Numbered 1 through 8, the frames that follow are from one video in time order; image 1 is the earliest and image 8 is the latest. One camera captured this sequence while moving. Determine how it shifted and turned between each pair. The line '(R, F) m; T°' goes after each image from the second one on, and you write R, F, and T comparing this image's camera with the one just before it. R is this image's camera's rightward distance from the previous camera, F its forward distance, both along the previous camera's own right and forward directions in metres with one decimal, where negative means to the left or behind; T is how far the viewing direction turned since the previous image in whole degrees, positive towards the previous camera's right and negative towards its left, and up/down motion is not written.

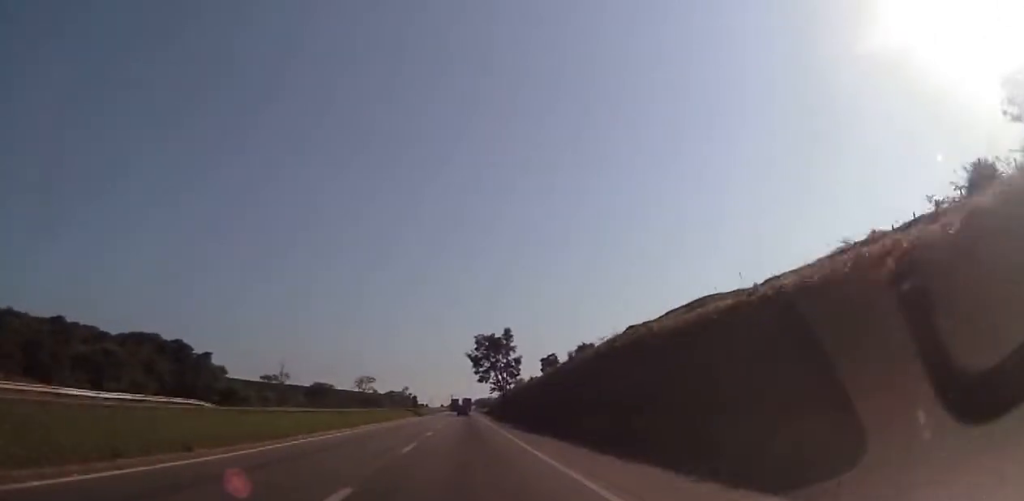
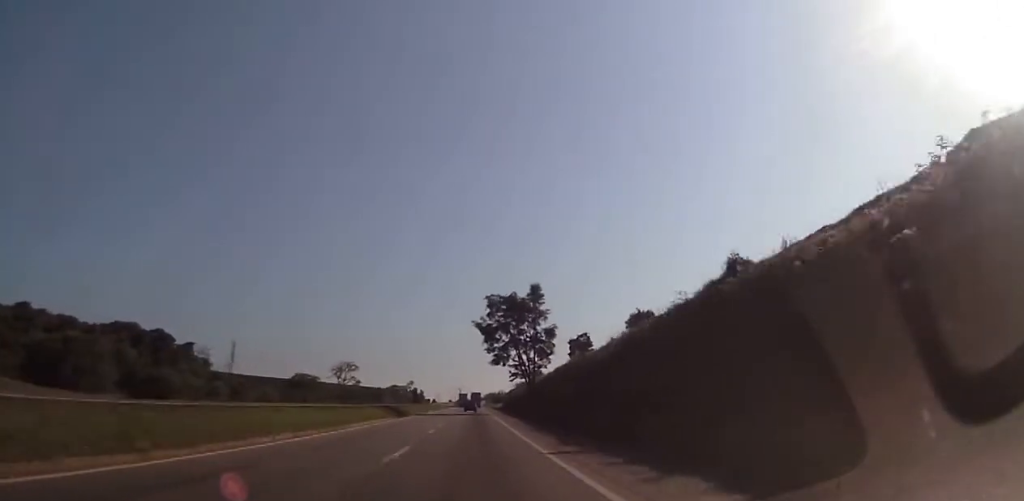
(0.0, +38.9) m; 0°
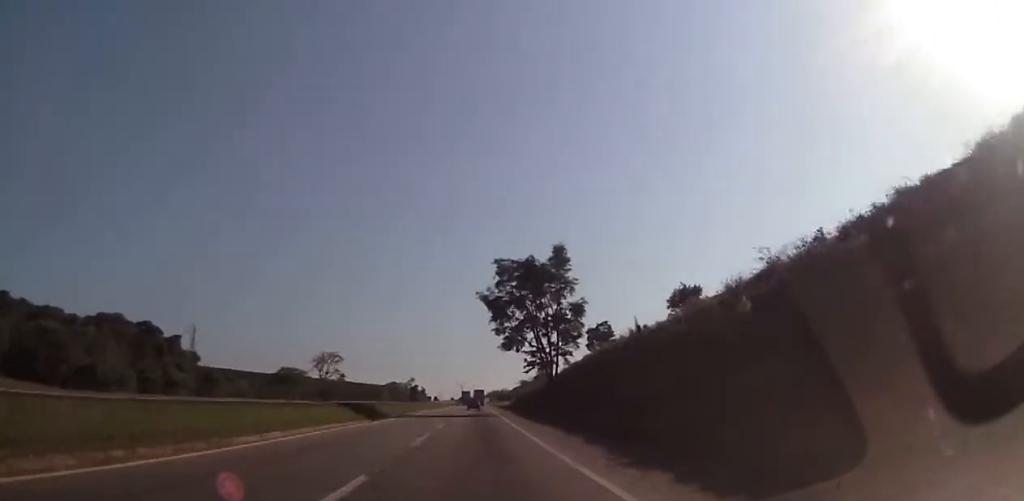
(-0.1, +20.0) m; 0°
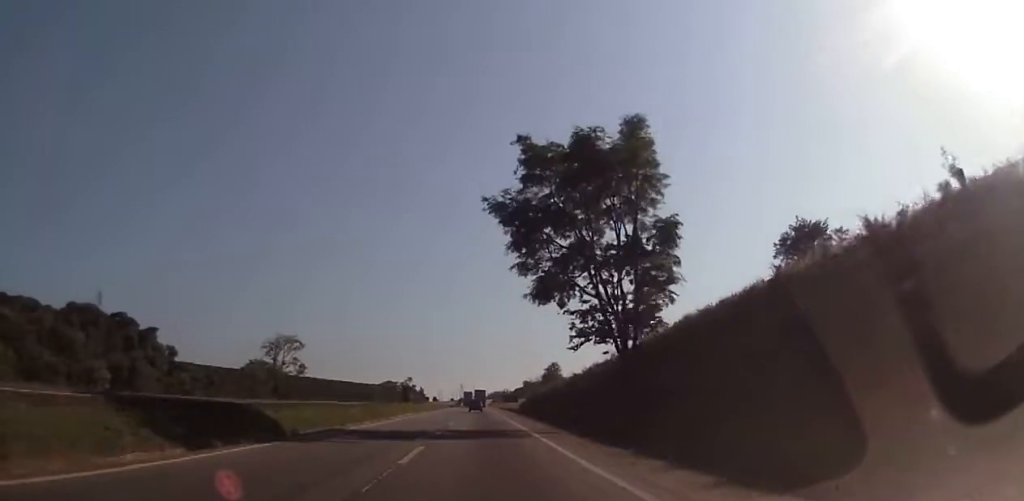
(+0.2, +29.6) m; 0°
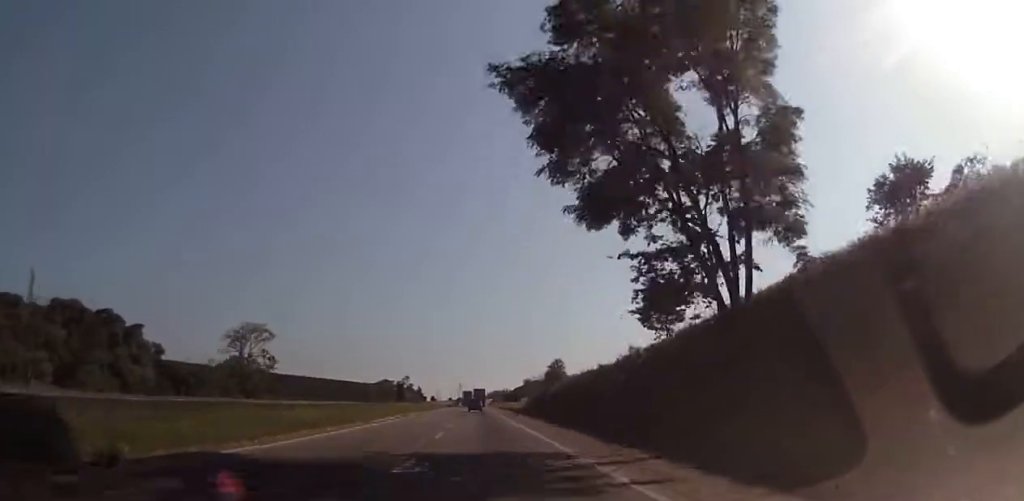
(-0.1, +13.9) m; 0°
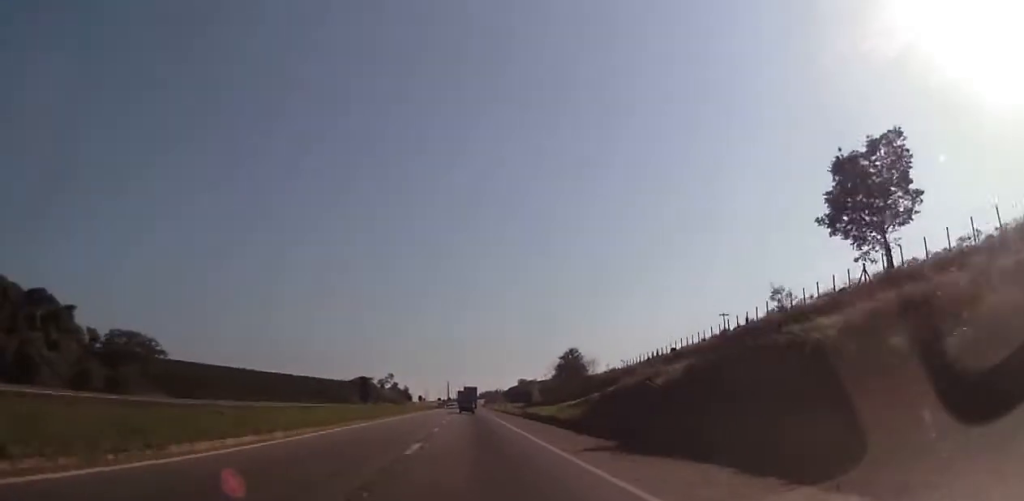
(+0.1, +52.2) m; 0°
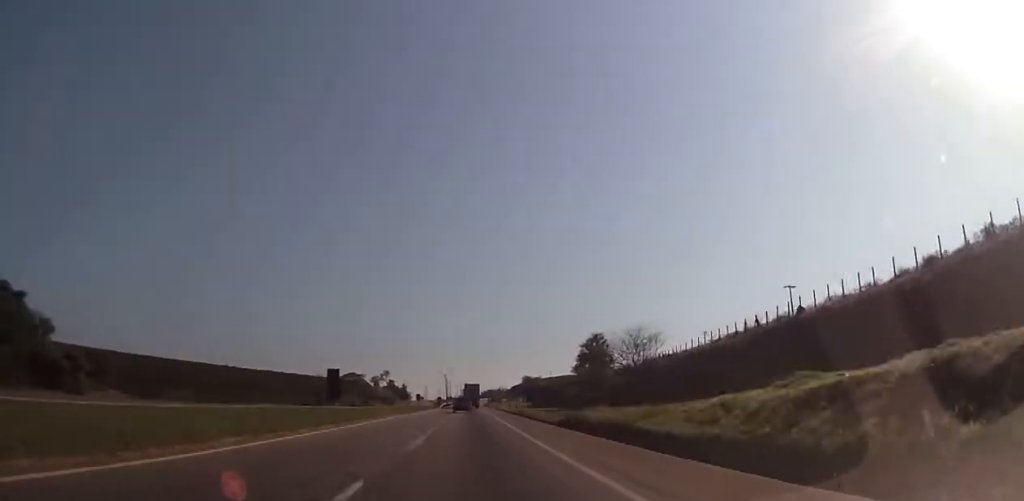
(-0.2, +34.2) m; 0°
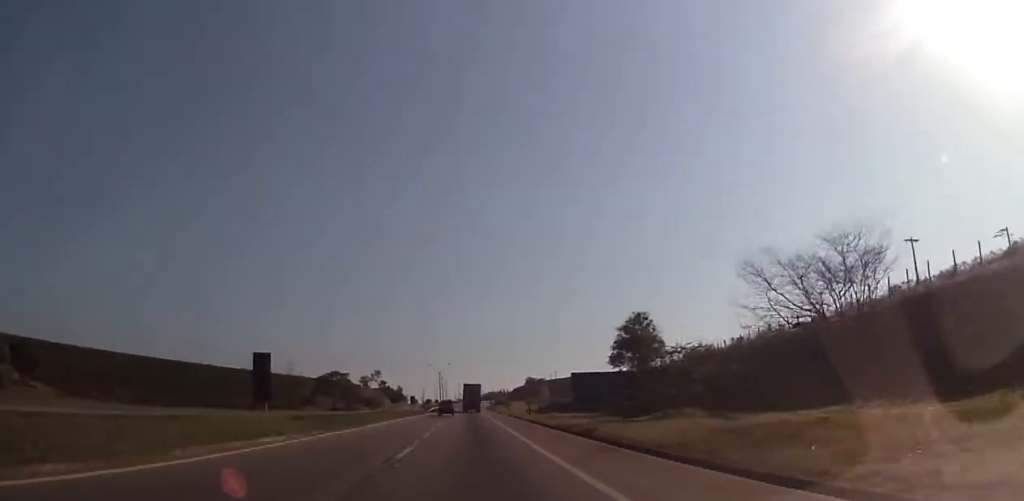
(+0.2, +38.9) m; +1°
